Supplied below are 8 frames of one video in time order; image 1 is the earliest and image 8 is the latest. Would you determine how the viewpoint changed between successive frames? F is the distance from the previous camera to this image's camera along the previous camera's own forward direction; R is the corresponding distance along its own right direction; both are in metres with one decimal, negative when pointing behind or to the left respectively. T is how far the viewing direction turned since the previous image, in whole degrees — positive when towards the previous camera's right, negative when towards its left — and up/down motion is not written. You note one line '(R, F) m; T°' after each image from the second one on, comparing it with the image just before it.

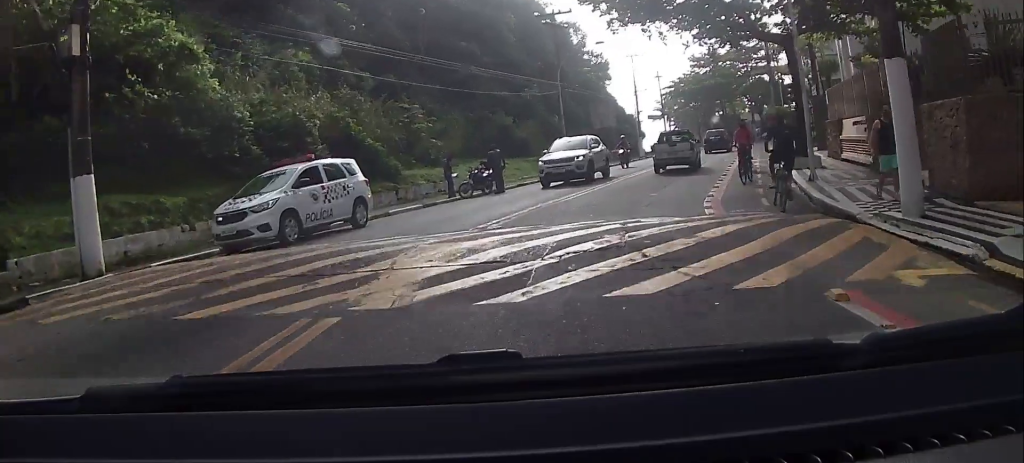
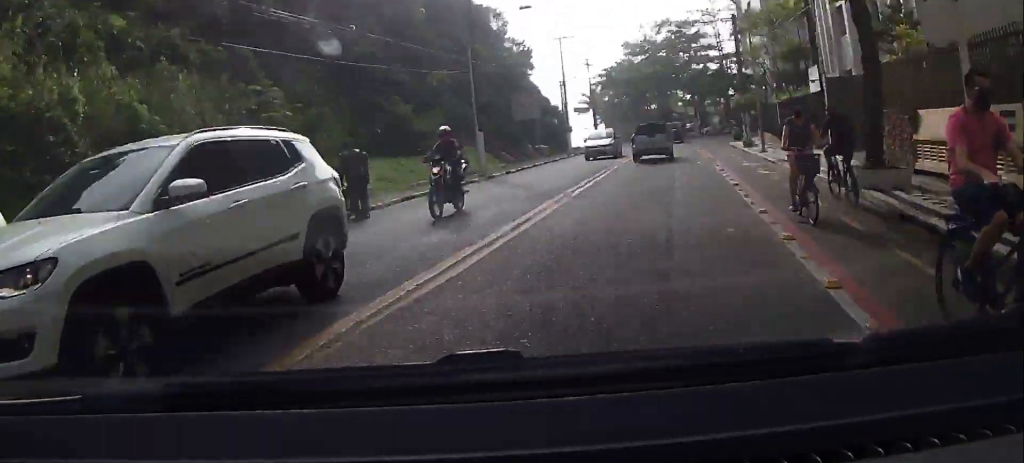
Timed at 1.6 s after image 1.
(0.0, +11.2) m; -1°
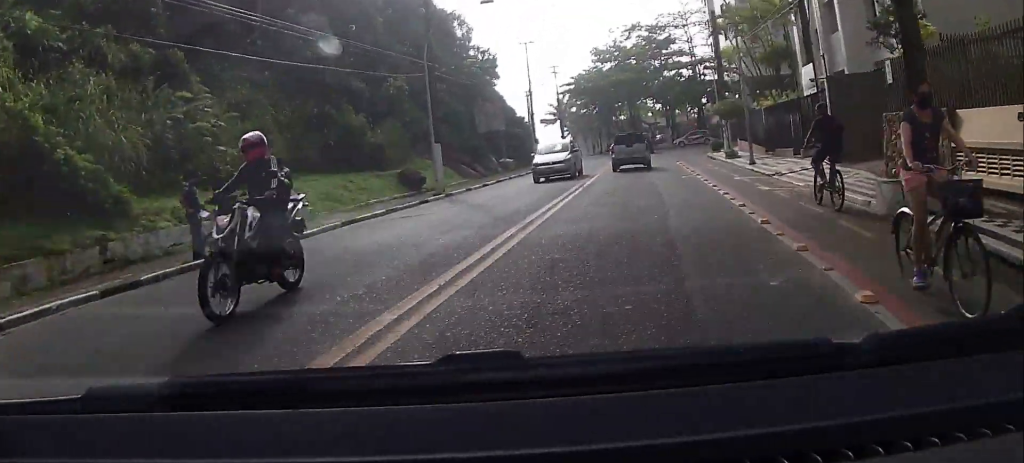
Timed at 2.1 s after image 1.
(-0.2, +3.3) m; +1°
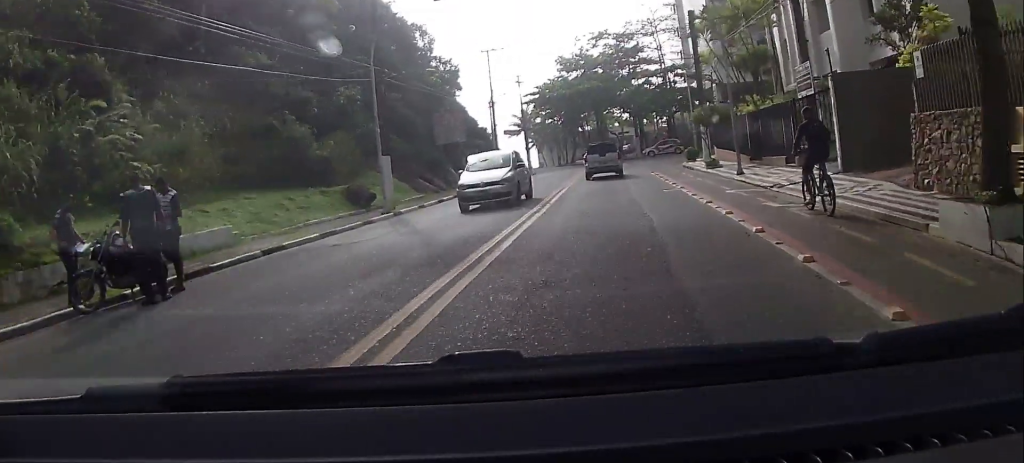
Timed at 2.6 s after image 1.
(0.0, +2.8) m; +5°
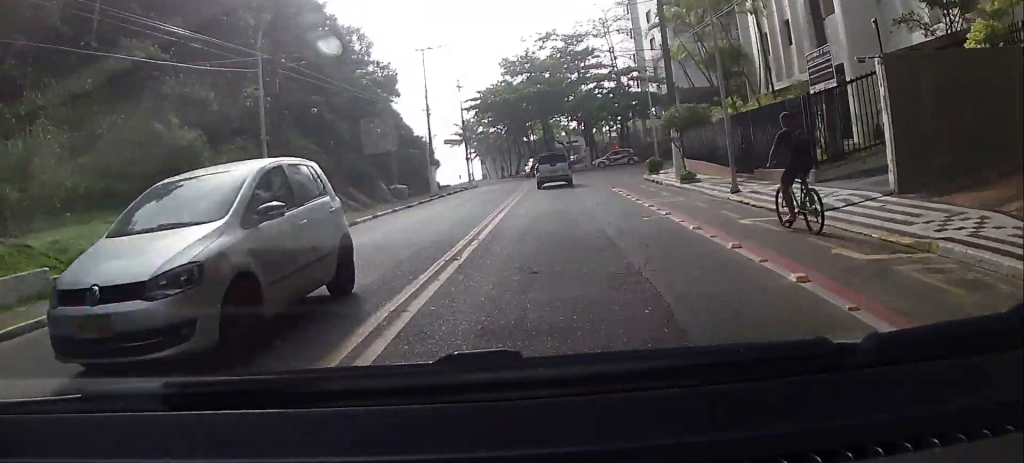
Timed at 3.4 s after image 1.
(+0.2, +4.2) m; +14°
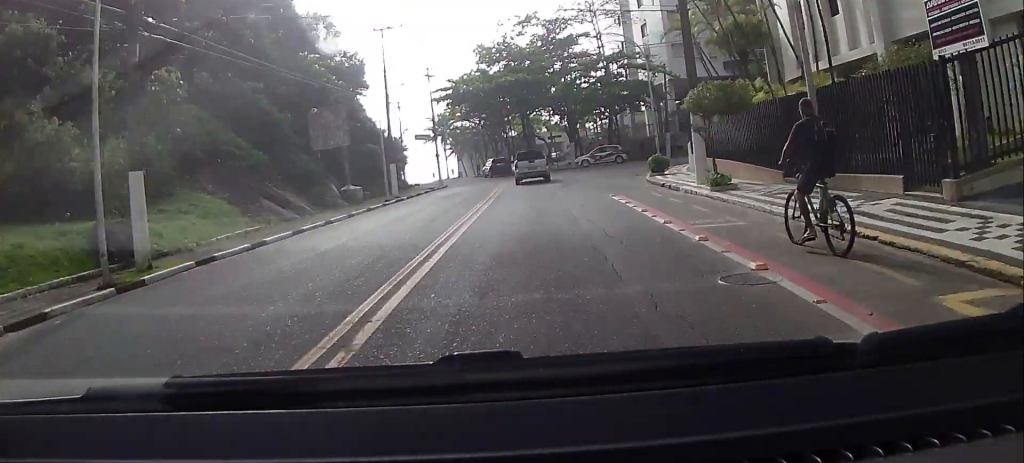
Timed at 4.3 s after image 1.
(+0.9, +4.8) m; +11°
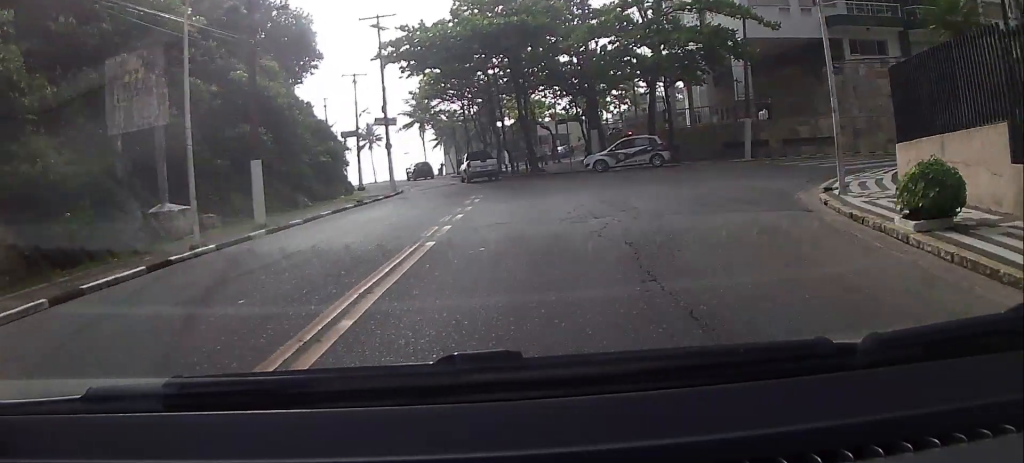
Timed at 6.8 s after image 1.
(-1.3, +16.5) m; -13°
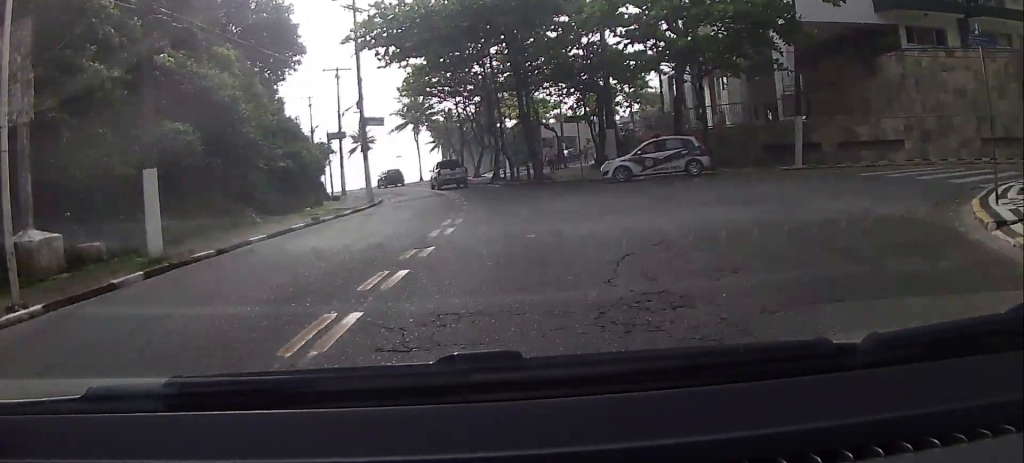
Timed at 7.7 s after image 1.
(-0.4, +6.9) m; +4°
